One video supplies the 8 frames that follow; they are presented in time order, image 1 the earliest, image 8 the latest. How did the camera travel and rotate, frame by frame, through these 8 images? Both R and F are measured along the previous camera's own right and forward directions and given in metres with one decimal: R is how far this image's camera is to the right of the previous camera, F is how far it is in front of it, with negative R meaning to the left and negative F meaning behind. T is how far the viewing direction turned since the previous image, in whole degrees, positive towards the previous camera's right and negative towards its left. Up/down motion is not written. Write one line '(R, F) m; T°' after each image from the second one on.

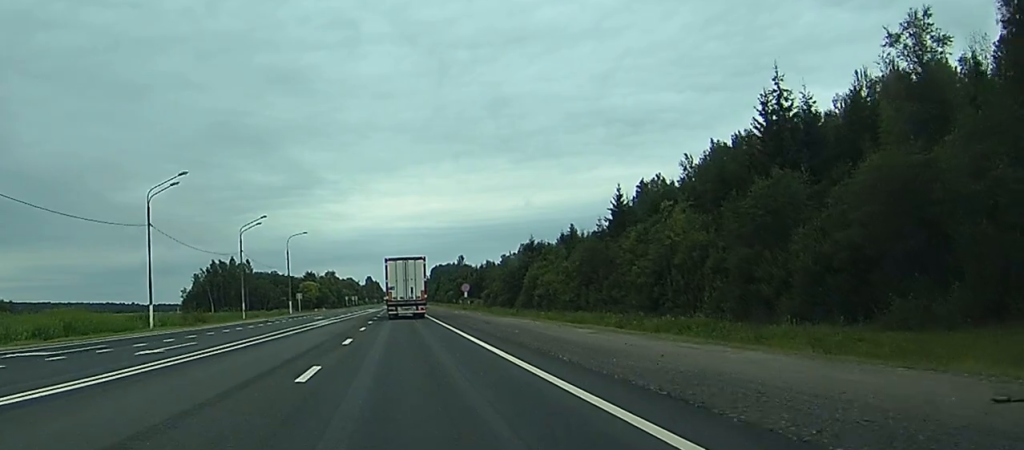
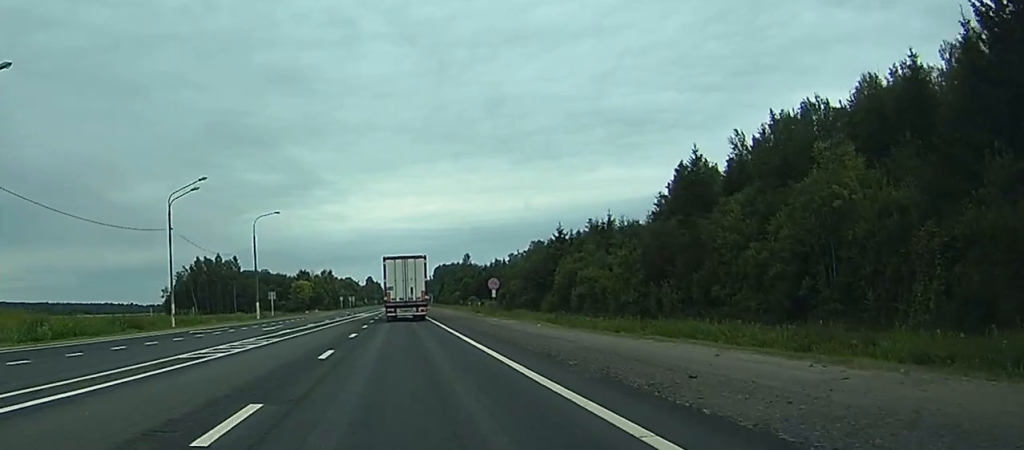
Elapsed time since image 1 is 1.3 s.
(+0.1, +30.0) m; 0°
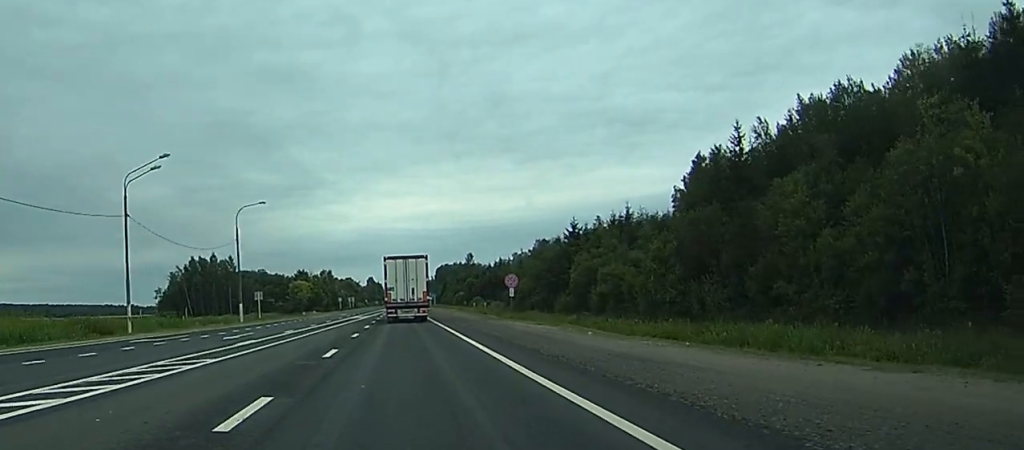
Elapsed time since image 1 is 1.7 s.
(0.0, +10.9) m; 0°
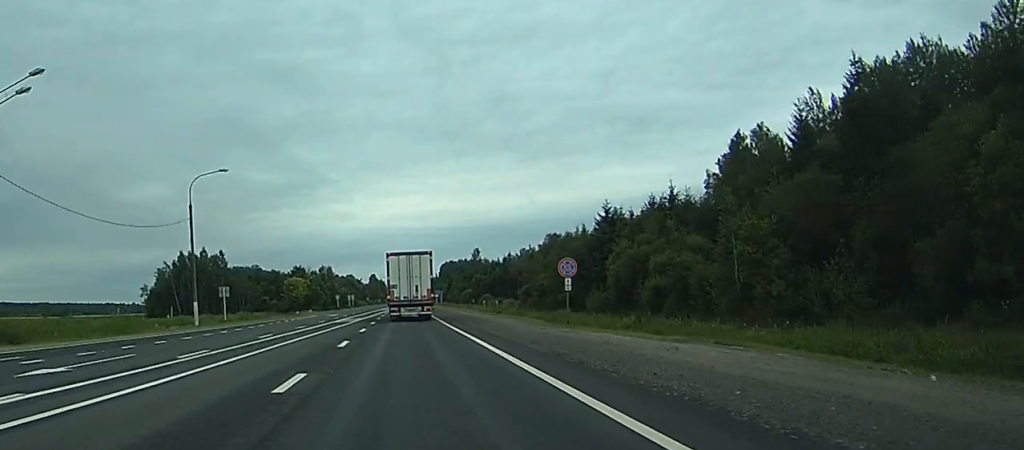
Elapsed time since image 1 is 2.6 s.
(0.0, +20.2) m; 0°
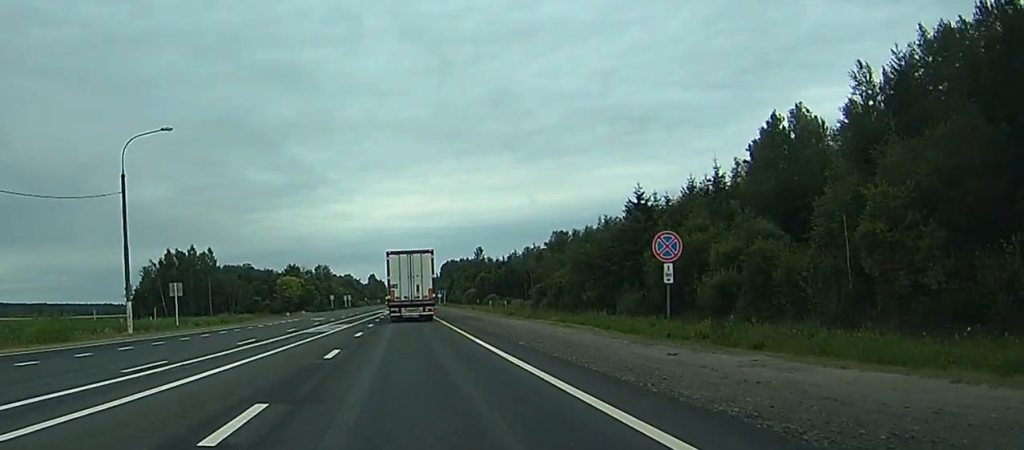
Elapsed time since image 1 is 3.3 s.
(0.0, +16.2) m; 0°
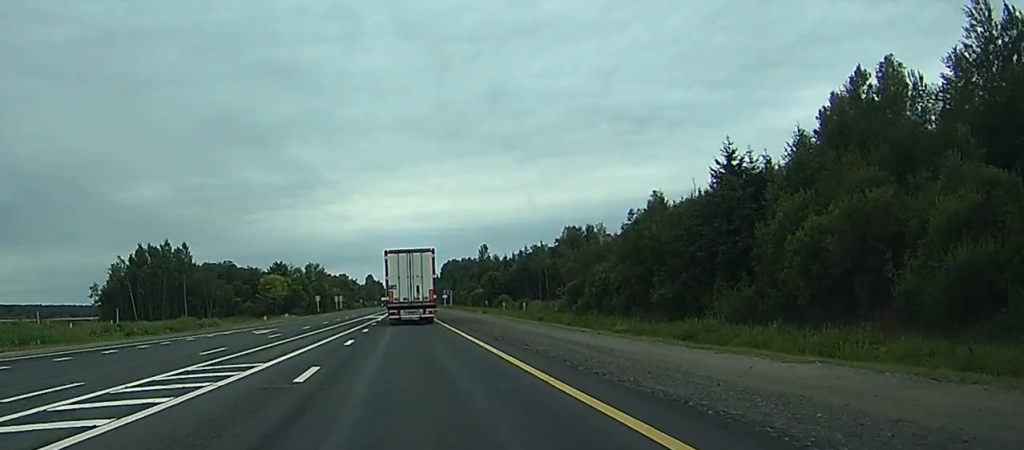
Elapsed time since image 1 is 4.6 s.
(0.0, +29.3) m; 0°
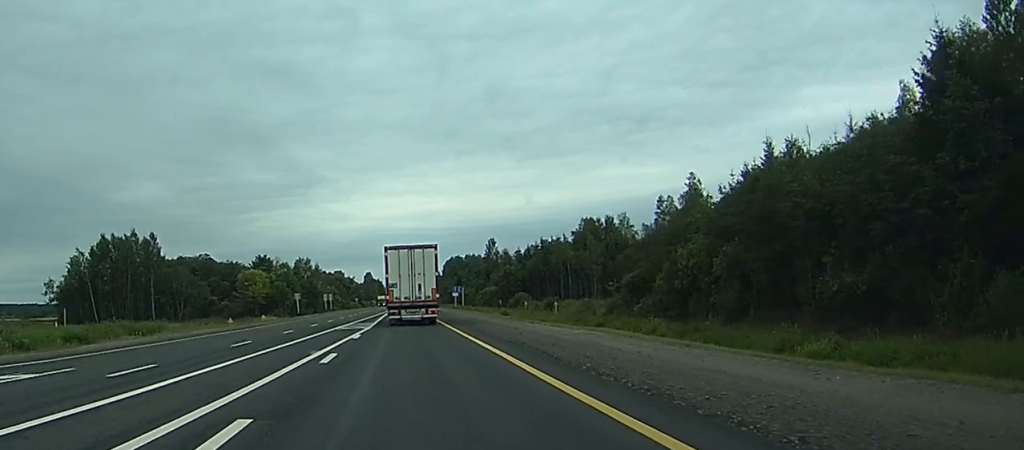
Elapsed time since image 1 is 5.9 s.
(-0.2, +31.4) m; 0°
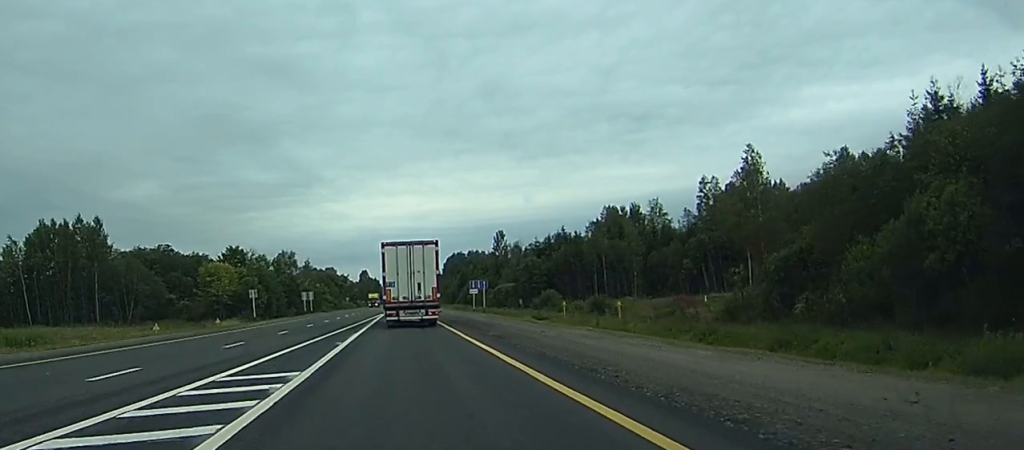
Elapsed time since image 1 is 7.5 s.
(+0.2, +36.7) m; +2°
